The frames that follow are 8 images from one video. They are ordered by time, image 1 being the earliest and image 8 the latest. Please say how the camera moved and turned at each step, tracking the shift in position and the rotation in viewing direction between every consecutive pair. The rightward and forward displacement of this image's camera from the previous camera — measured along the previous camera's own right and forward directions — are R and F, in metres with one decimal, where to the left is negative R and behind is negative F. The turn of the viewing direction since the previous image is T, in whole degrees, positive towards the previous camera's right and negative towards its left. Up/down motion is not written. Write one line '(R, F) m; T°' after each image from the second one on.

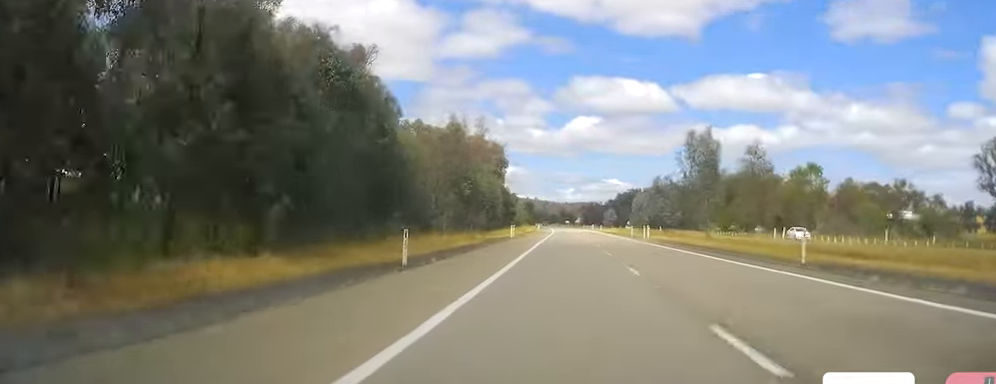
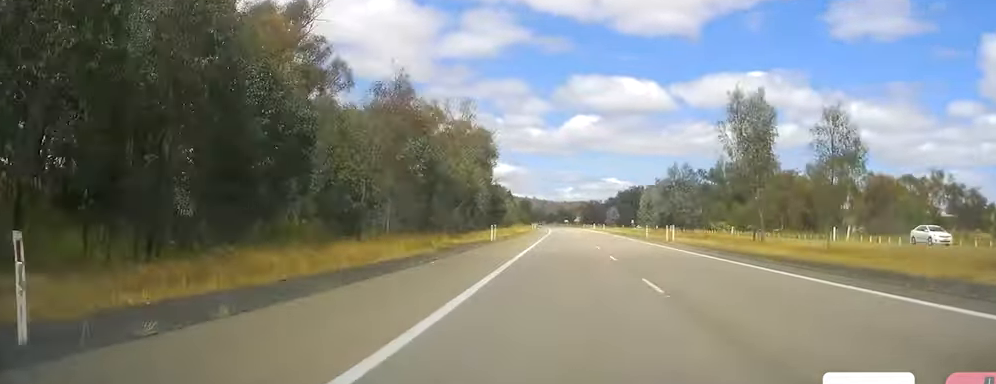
(-0.1, +16.6) m; 0°
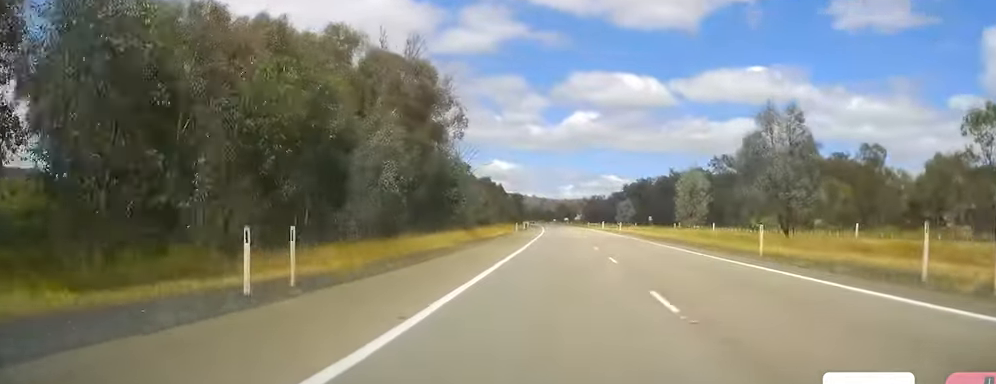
(-0.4, +39.0) m; 0°
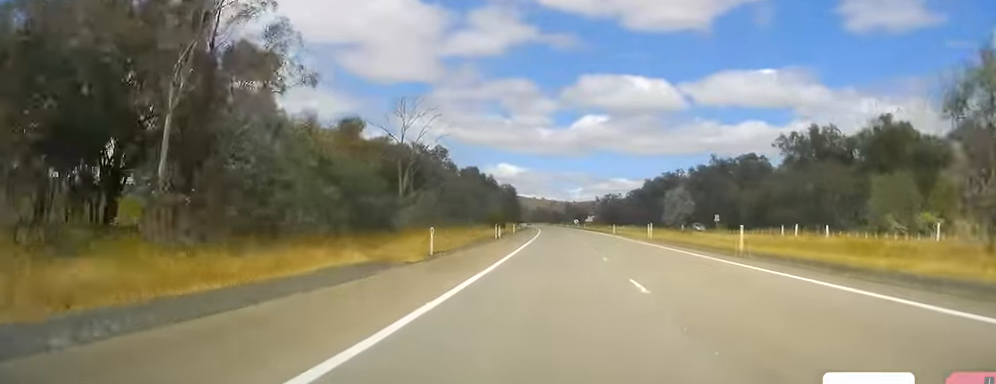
(+0.4, +57.7) m; 0°
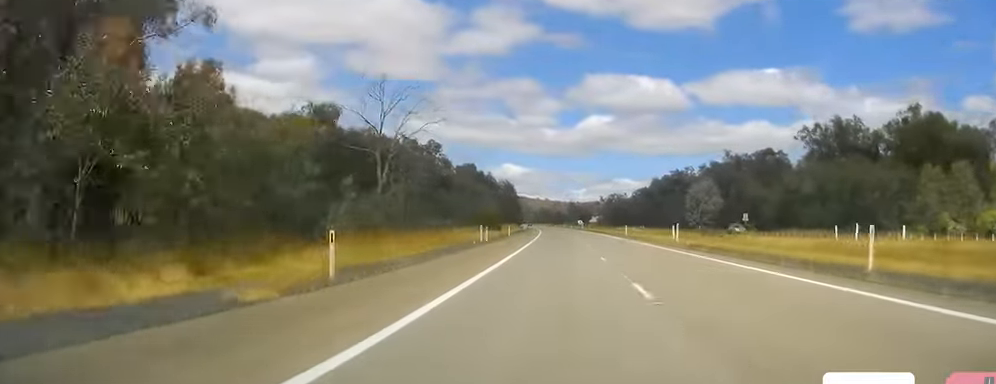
(-0.1, +12.7) m; 0°
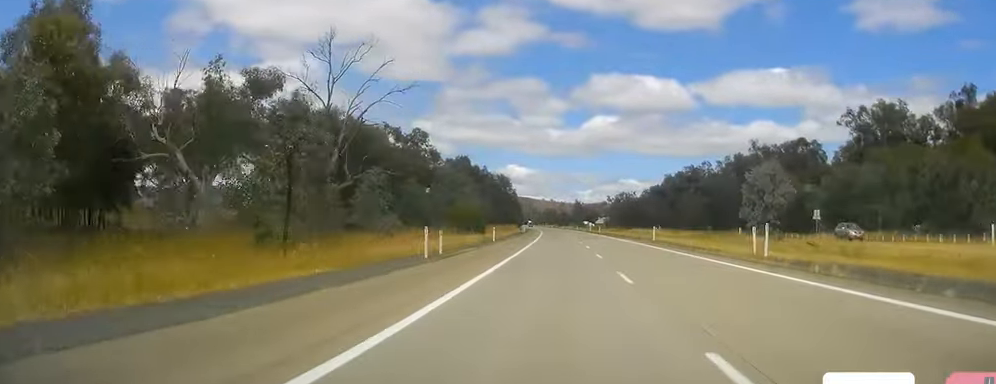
(0.0, +20.4) m; 0°
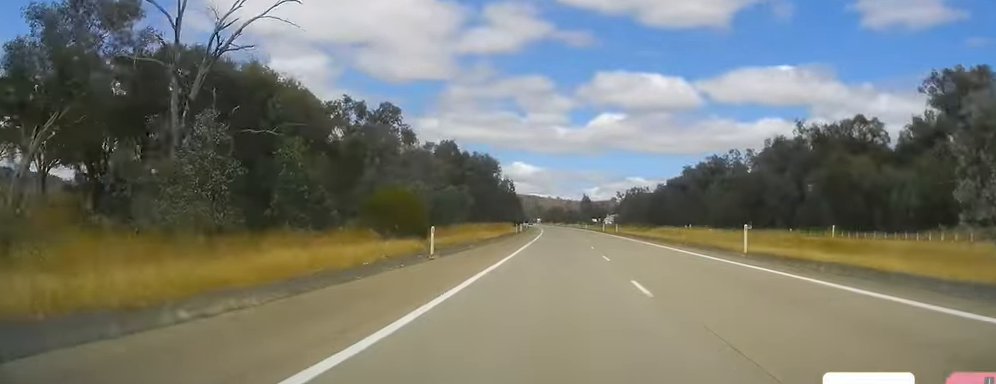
(-0.2, +27.3) m; -1°
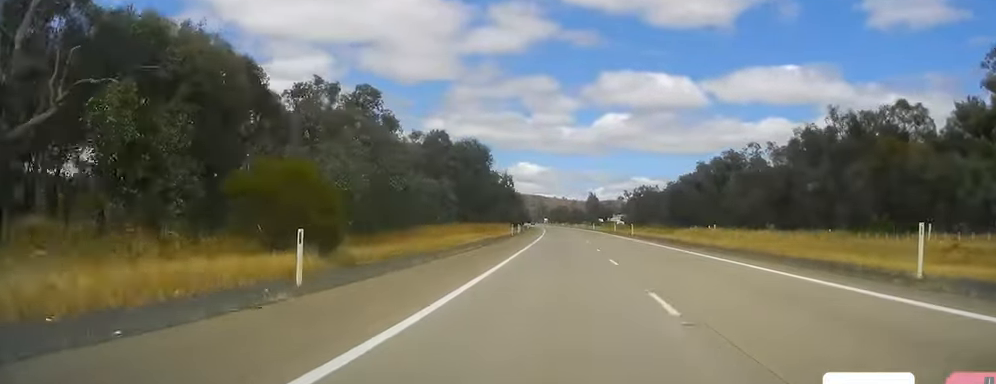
(0.0, +14.6) m; 0°
